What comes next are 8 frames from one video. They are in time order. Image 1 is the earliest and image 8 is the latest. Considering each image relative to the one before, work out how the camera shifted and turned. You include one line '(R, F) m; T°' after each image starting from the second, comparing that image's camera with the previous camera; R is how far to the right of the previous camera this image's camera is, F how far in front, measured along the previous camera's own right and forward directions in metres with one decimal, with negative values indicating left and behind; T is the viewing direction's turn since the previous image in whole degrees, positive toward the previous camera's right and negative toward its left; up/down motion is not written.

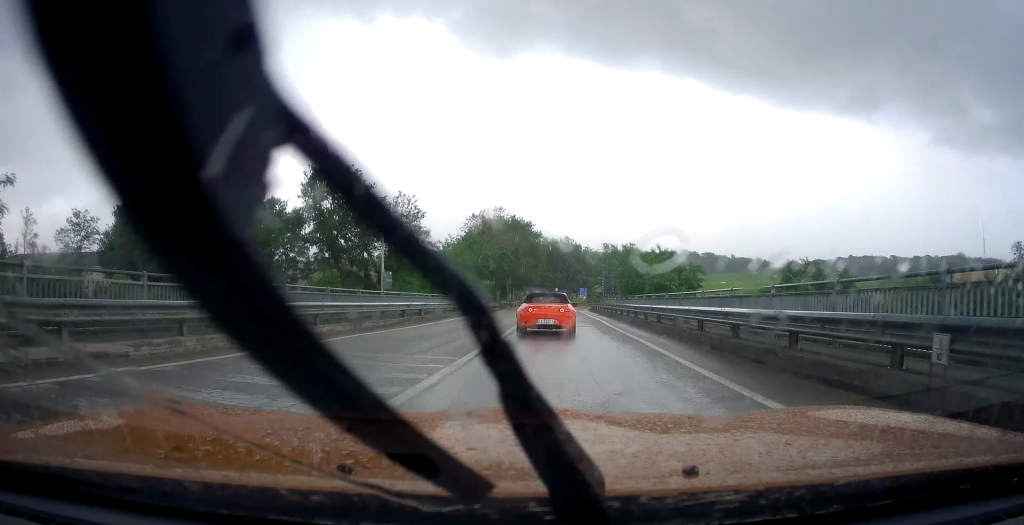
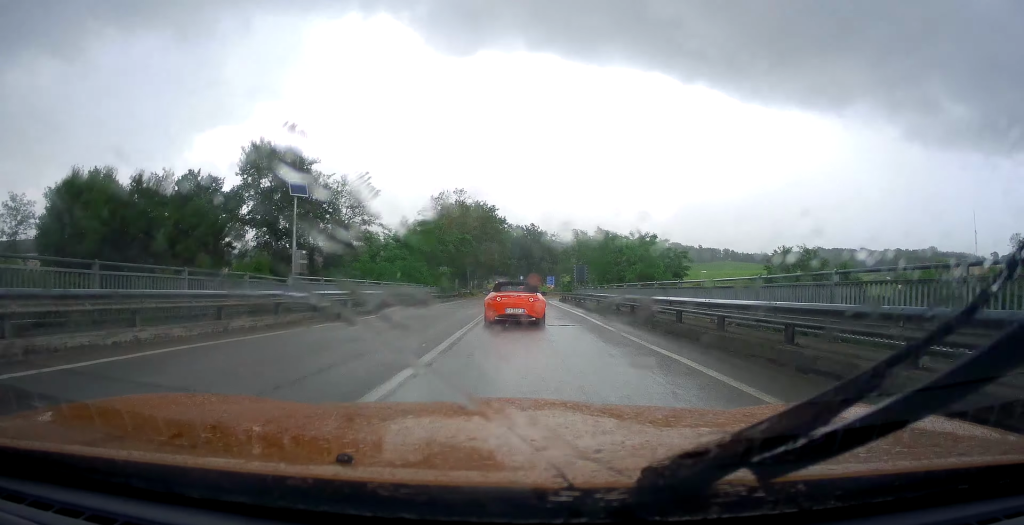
(+0.3, +6.4) m; +2°
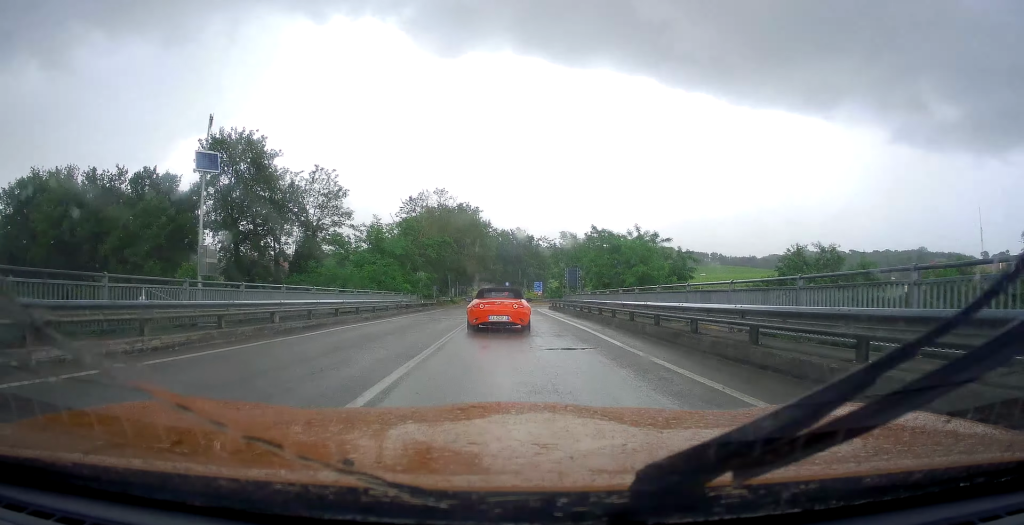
(0.0, +5.5) m; 0°
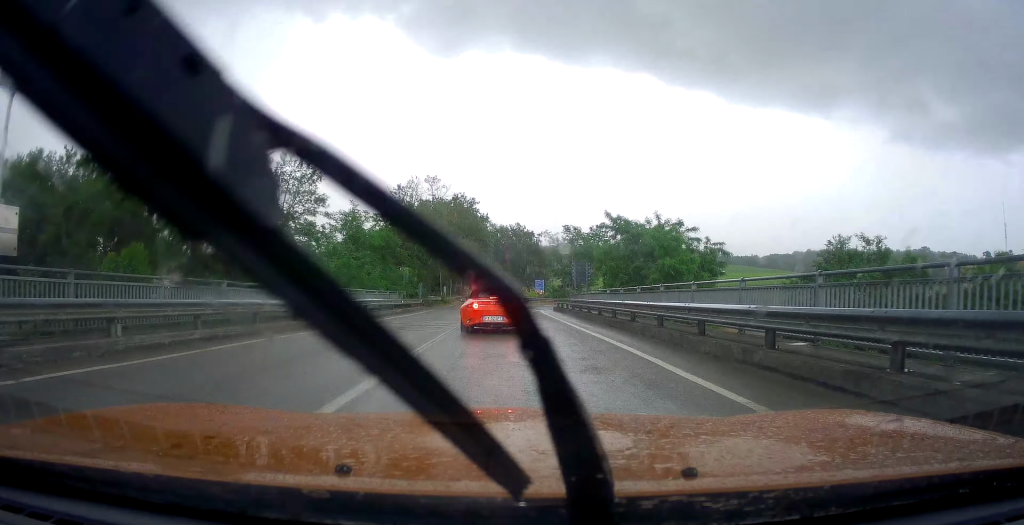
(+0.1, +6.4) m; -1°
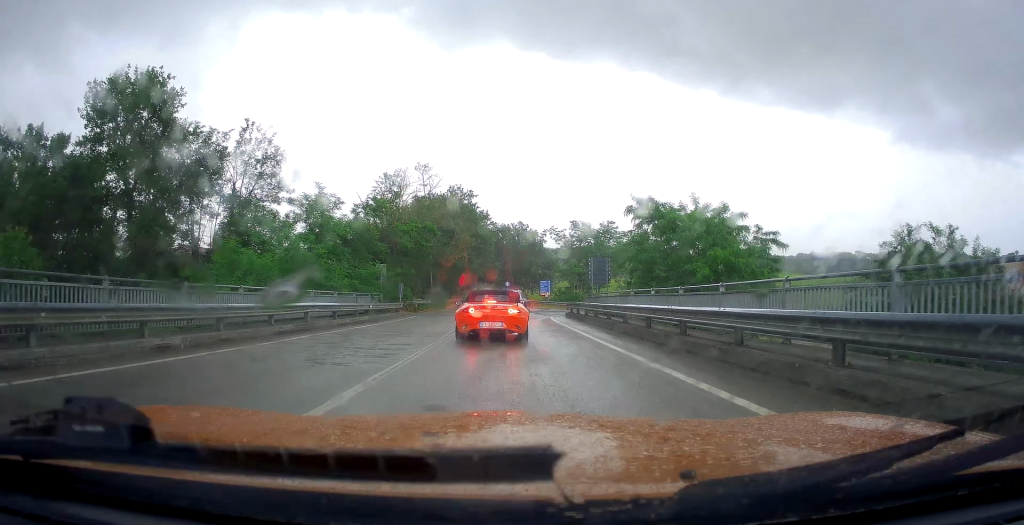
(-0.2, +7.8) m; -1°
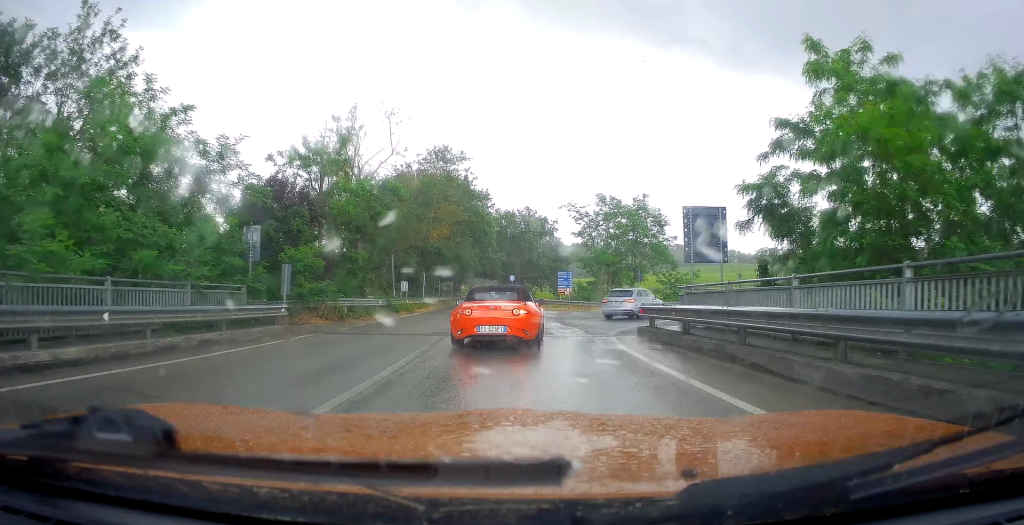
(0.0, +17.9) m; +2°
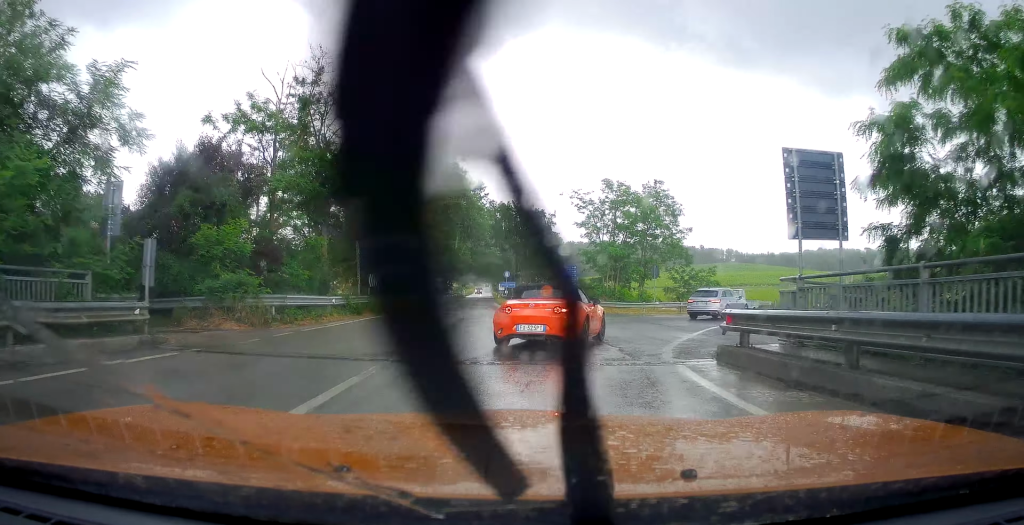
(+0.1, +6.8) m; +5°
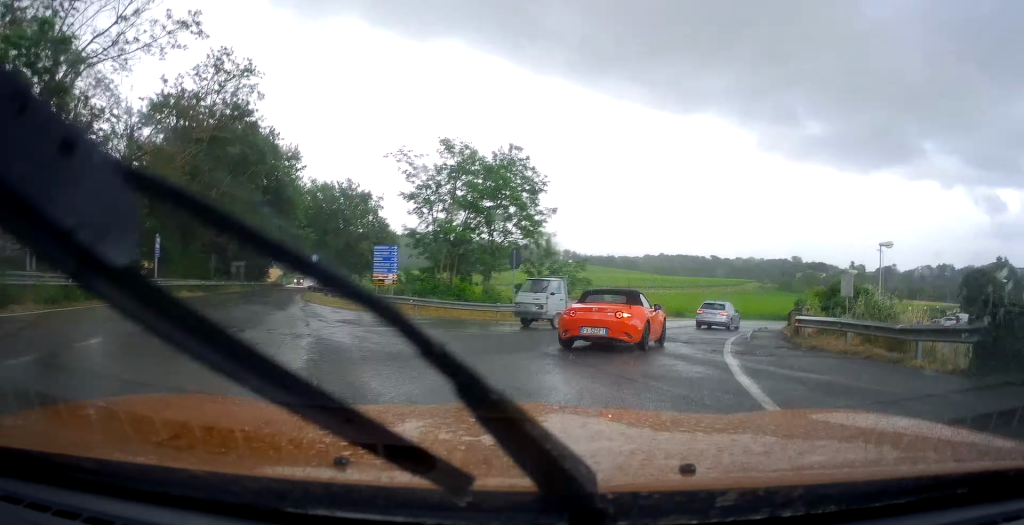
(+1.5, +11.9) m; +15°
